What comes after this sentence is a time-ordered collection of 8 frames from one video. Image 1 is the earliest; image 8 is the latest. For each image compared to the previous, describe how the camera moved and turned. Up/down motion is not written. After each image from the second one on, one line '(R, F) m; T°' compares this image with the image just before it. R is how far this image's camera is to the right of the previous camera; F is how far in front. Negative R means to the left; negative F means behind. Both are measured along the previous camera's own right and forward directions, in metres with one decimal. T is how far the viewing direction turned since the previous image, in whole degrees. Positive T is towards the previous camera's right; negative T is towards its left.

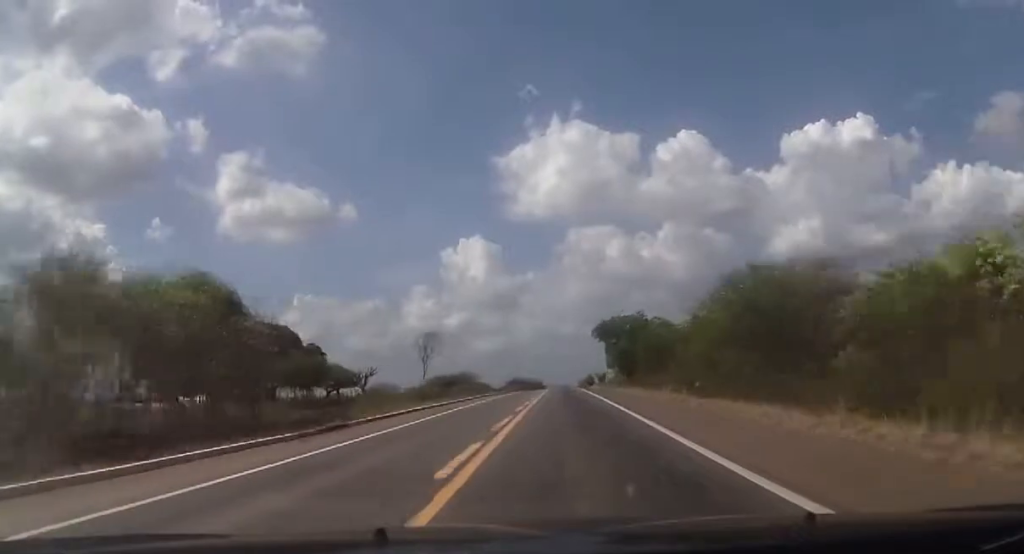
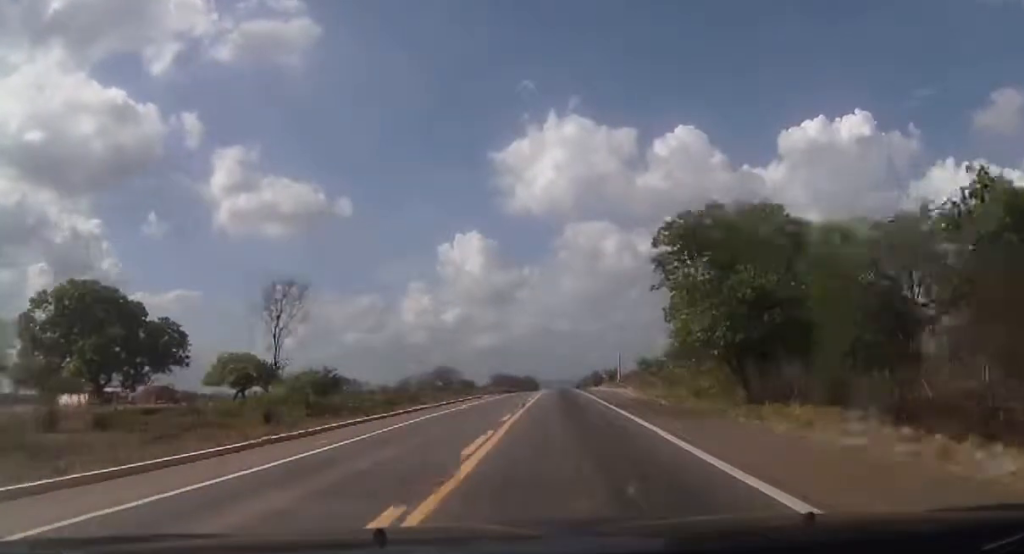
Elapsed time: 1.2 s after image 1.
(+0.7, +40.2) m; +1°
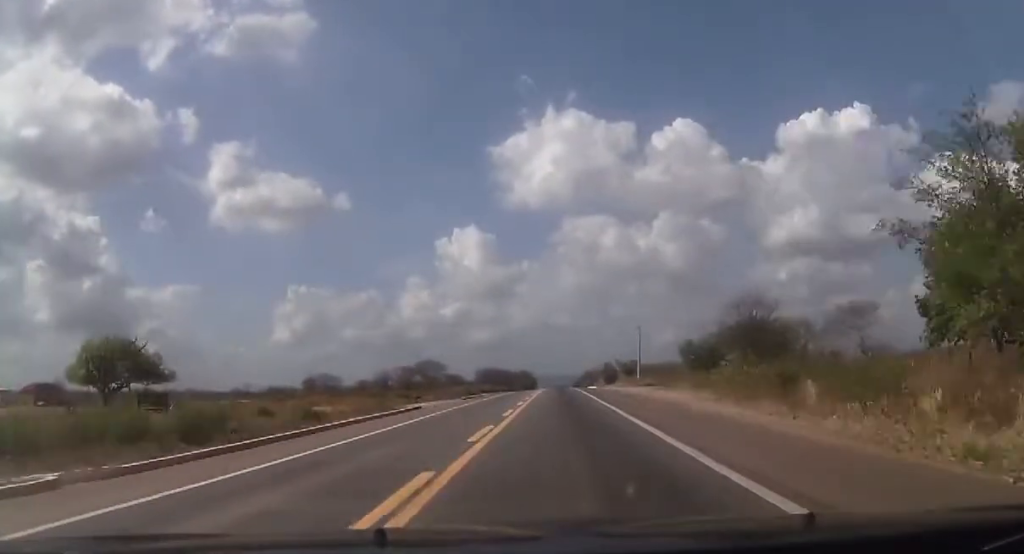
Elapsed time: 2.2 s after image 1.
(-0.2, +32.3) m; 0°
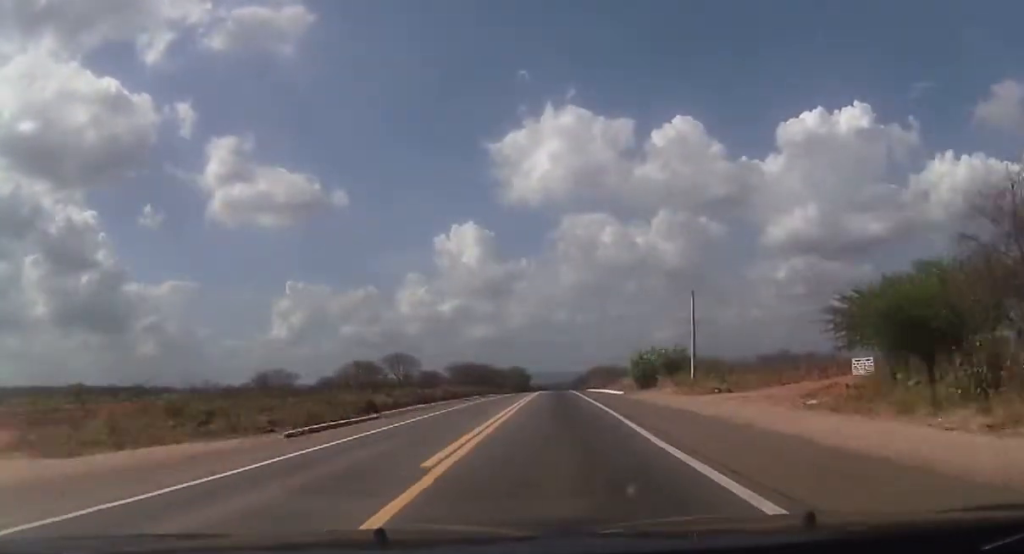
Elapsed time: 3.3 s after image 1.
(-0.1, +37.7) m; 0°
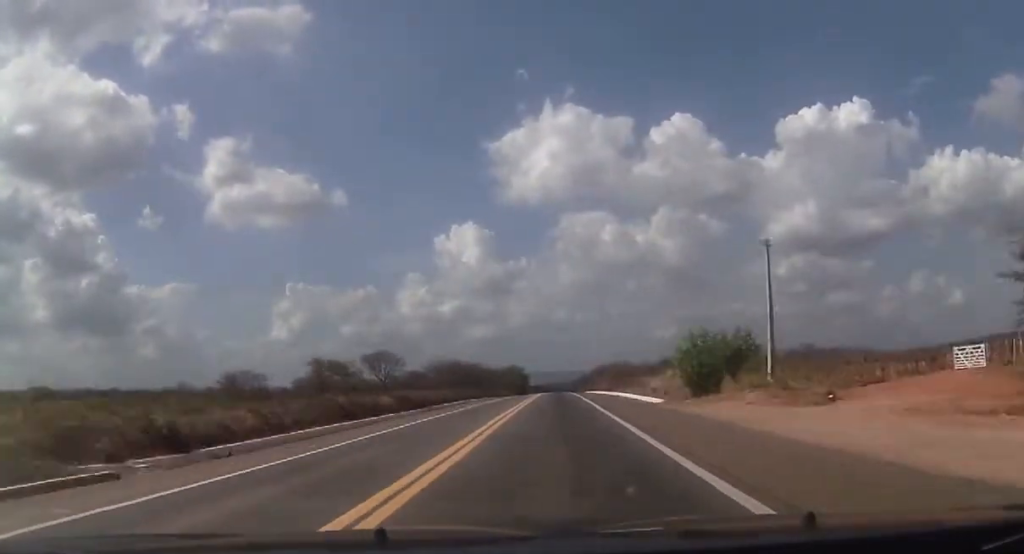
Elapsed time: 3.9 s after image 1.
(-0.2, +19.9) m; +1°
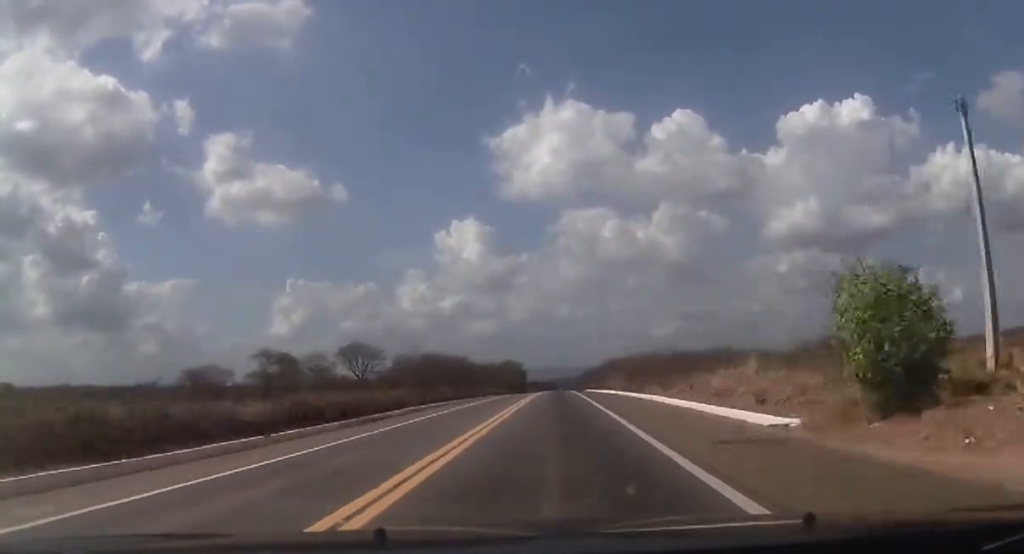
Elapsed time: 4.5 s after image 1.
(+0.2, +18.8) m; 0°
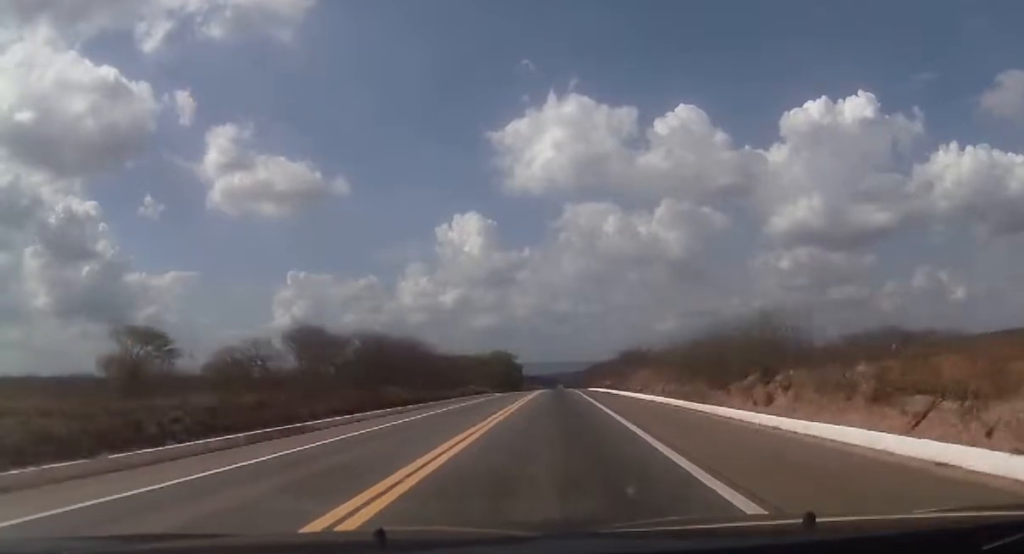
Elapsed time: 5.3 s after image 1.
(+0.3, +27.6) m; 0°
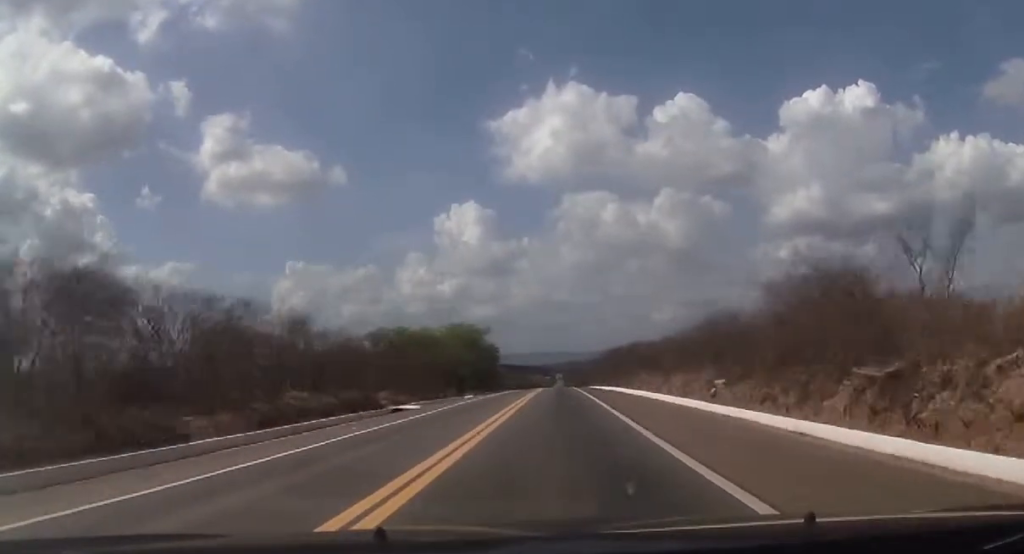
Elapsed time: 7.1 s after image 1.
(-0.6, +58.9) m; +1°
